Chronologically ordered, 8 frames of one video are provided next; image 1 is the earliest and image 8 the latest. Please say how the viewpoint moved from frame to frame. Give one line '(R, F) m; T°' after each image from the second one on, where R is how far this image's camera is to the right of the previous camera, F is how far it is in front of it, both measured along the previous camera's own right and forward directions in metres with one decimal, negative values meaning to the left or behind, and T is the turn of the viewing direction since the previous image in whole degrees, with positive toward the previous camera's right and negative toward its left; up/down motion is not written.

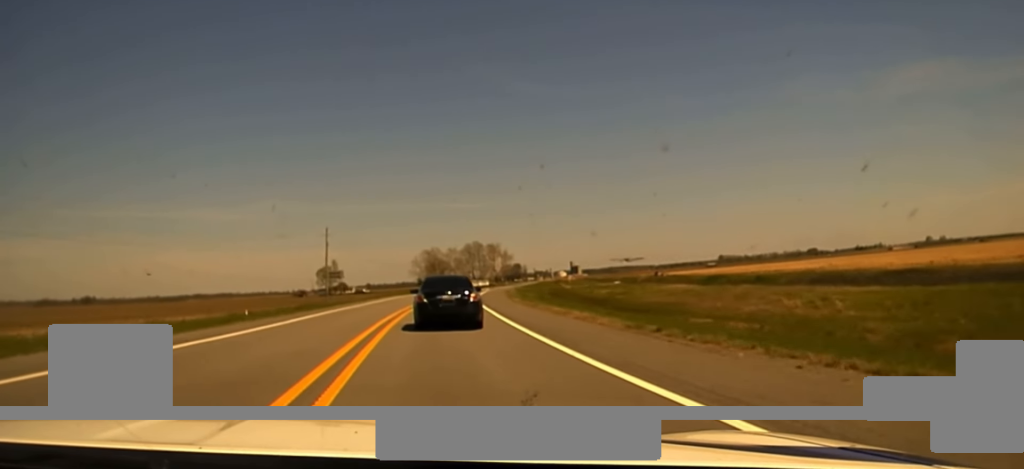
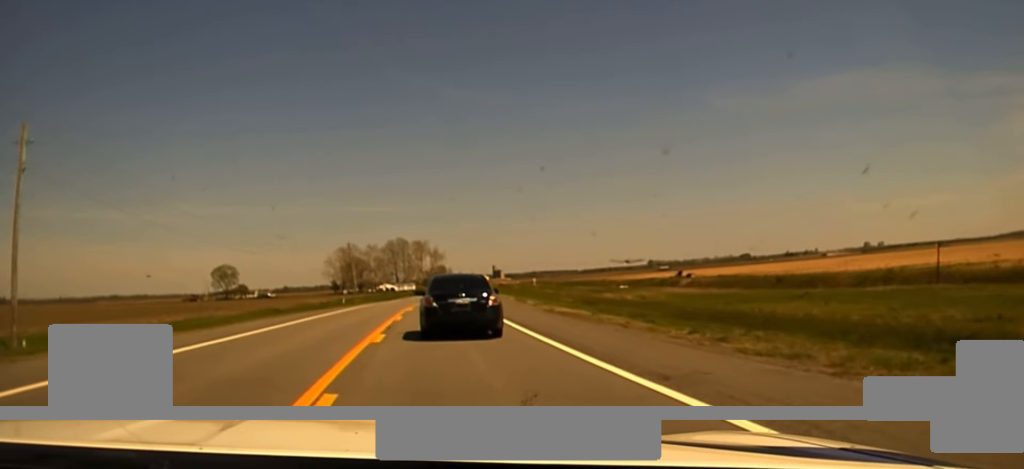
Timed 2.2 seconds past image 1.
(+3.1, +76.2) m; +6°
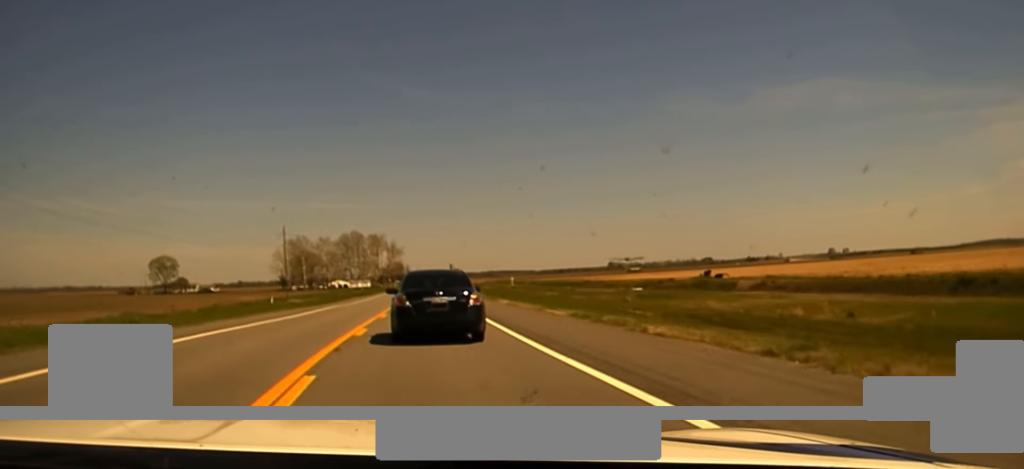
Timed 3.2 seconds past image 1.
(+1.1, +37.4) m; +3°
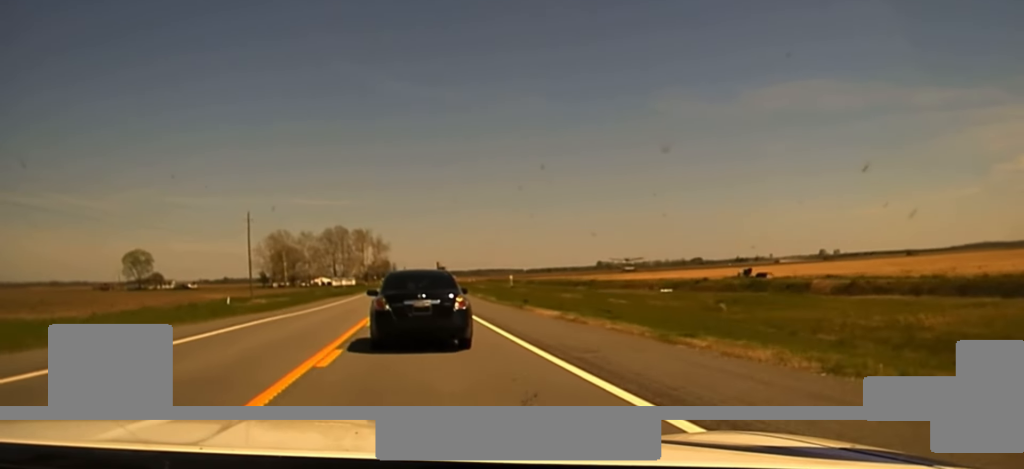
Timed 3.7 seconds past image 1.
(+0.4, +21.0) m; +1°
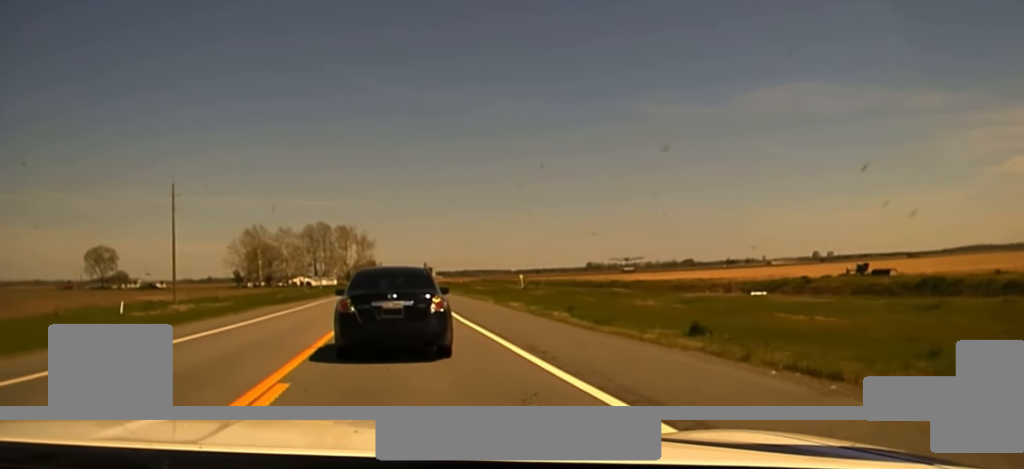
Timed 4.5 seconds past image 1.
(+0.3, +29.1) m; +1°
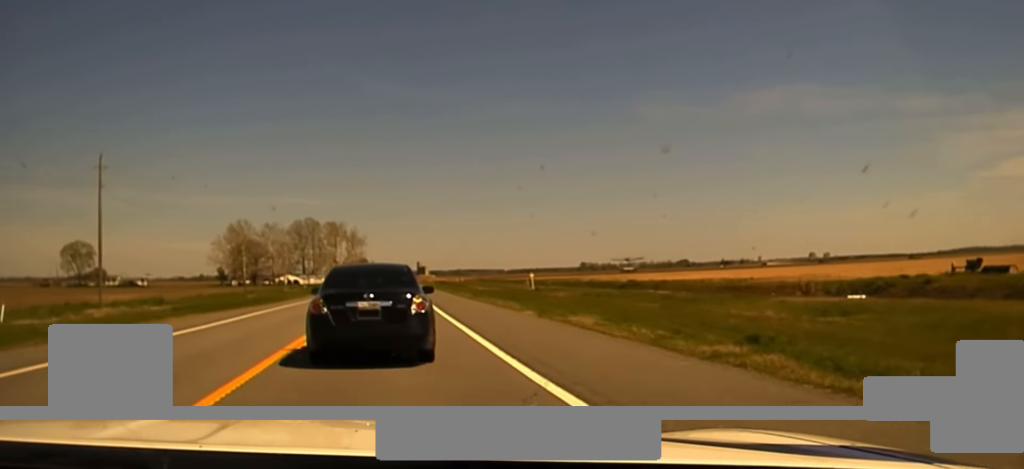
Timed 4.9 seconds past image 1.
(0.0, +15.2) m; 0°
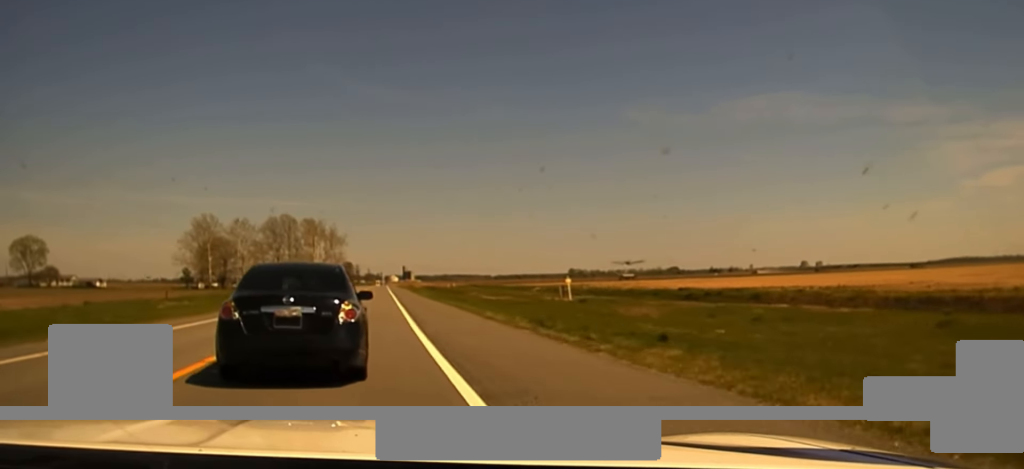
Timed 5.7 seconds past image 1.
(+0.3, +29.2) m; 0°
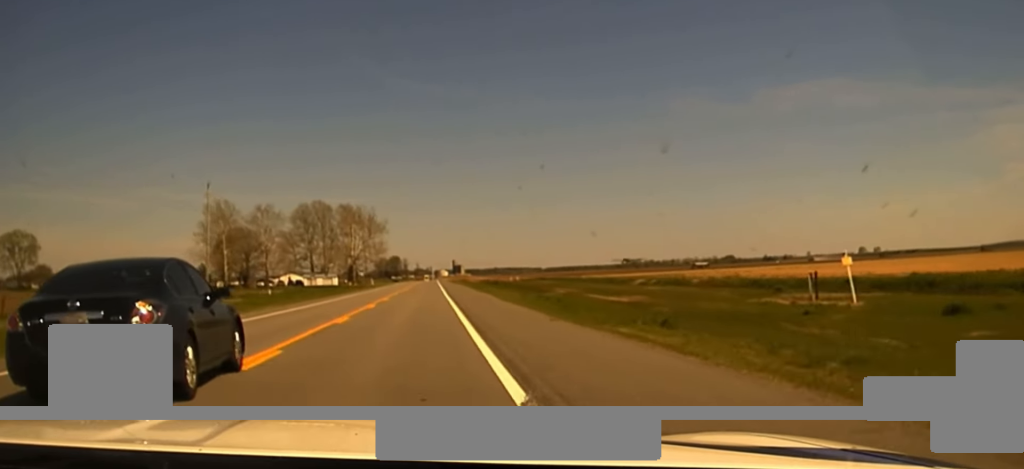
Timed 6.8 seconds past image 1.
(+0.1, +41.2) m; 0°
